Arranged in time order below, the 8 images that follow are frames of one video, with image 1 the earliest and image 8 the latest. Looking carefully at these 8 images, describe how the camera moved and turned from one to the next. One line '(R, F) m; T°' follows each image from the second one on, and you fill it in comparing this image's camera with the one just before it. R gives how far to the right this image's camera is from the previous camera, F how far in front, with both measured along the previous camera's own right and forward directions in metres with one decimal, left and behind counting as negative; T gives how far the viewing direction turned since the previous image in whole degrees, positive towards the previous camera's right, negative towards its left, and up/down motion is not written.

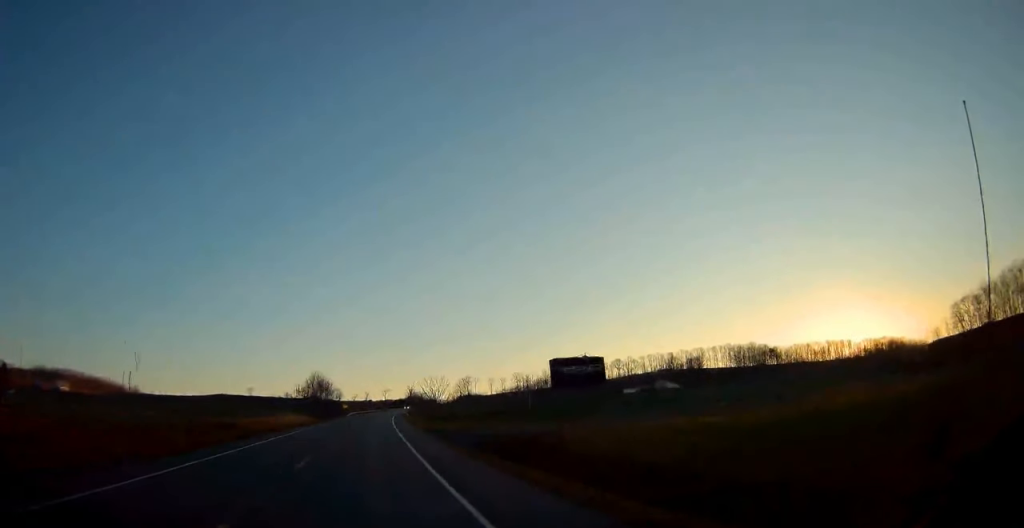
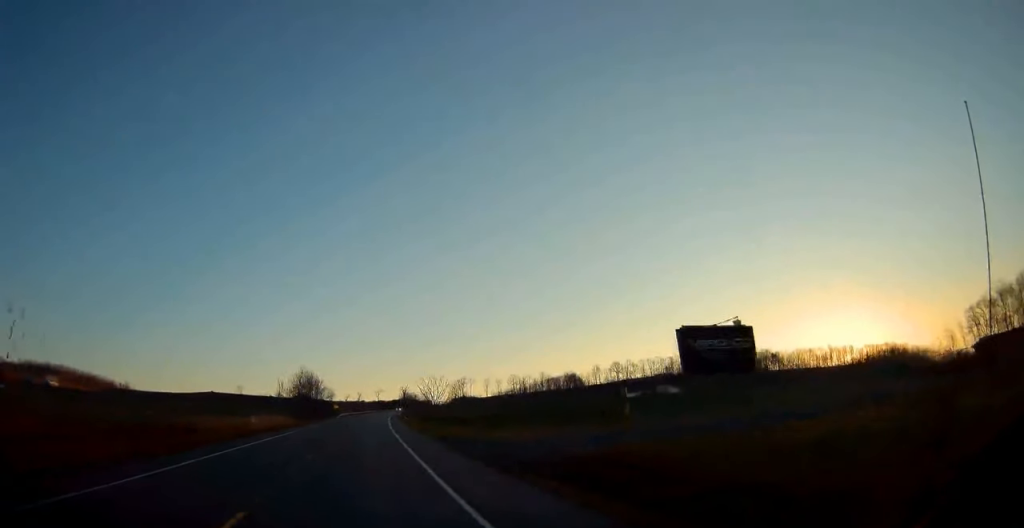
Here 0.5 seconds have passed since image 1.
(+0.1, +10.7) m; 0°
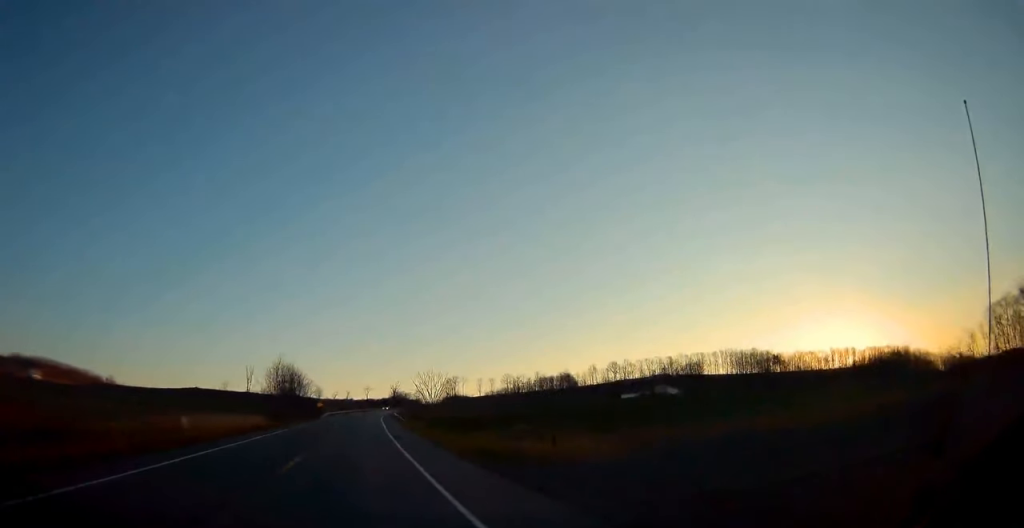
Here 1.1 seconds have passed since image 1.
(0.0, +14.6) m; +1°
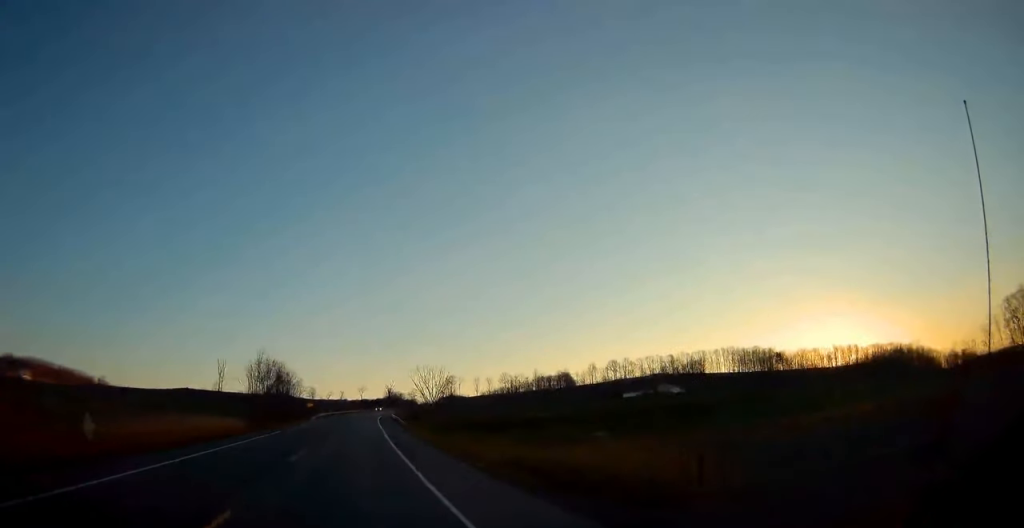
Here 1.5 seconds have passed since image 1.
(+0.1, +10.0) m; 0°
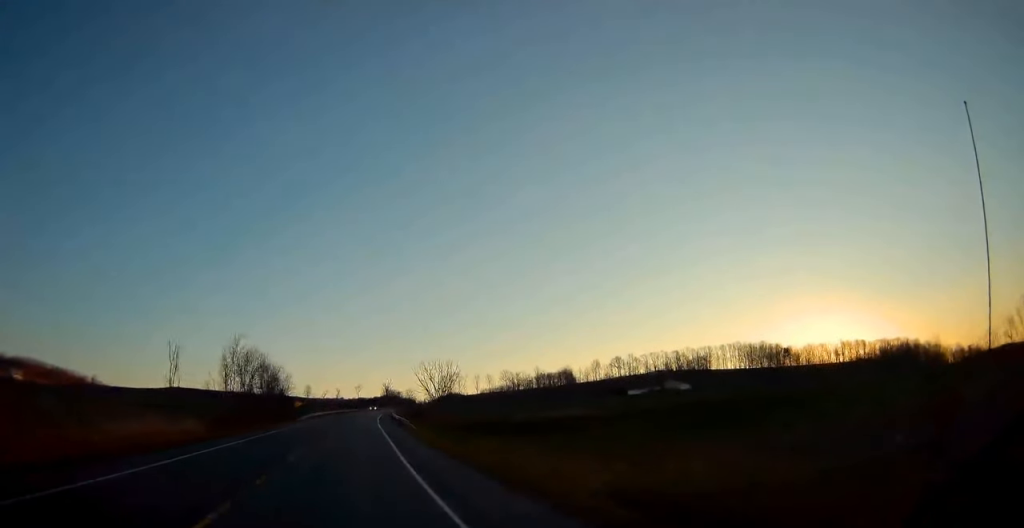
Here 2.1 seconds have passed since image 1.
(+0.1, +12.3) m; 0°
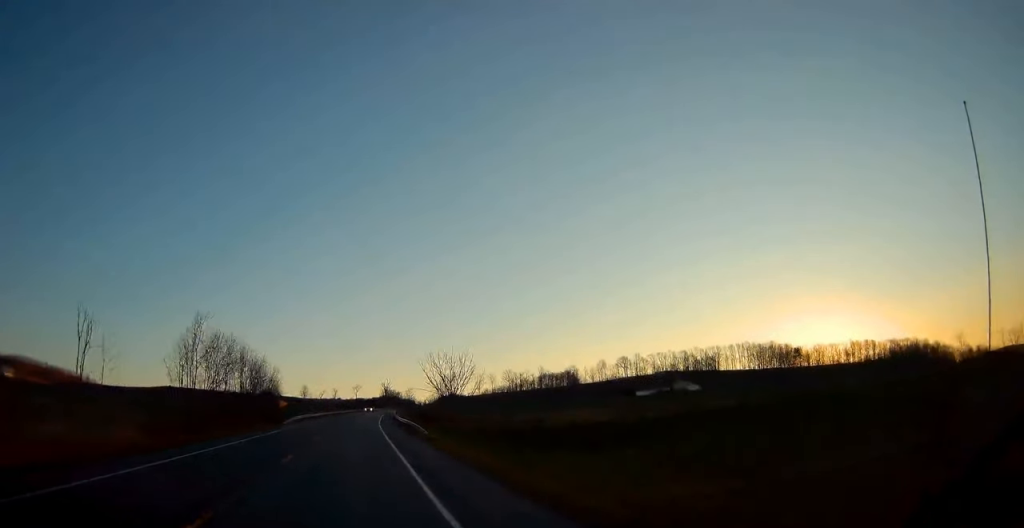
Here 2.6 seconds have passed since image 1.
(0.0, +13.0) m; 0°
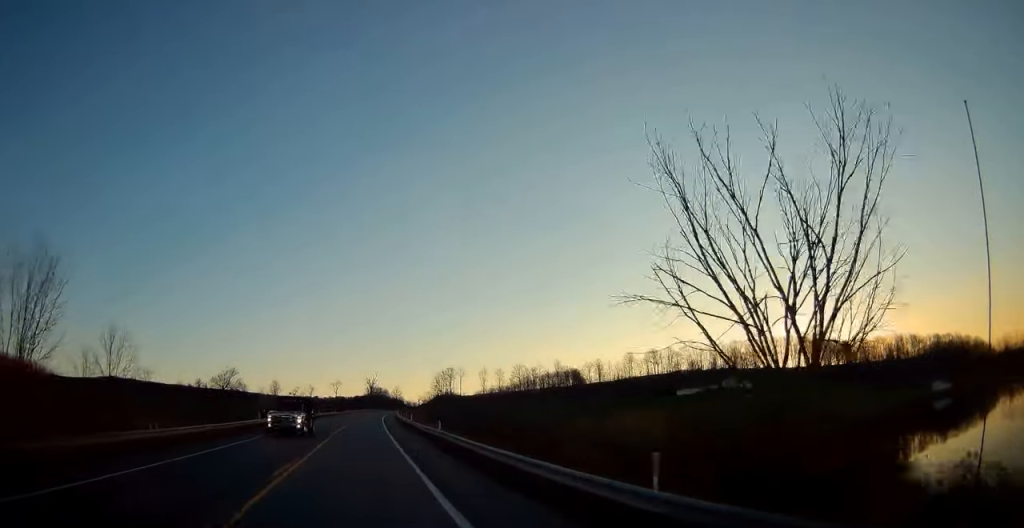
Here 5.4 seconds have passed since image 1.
(+1.3, +64.5) m; +2°
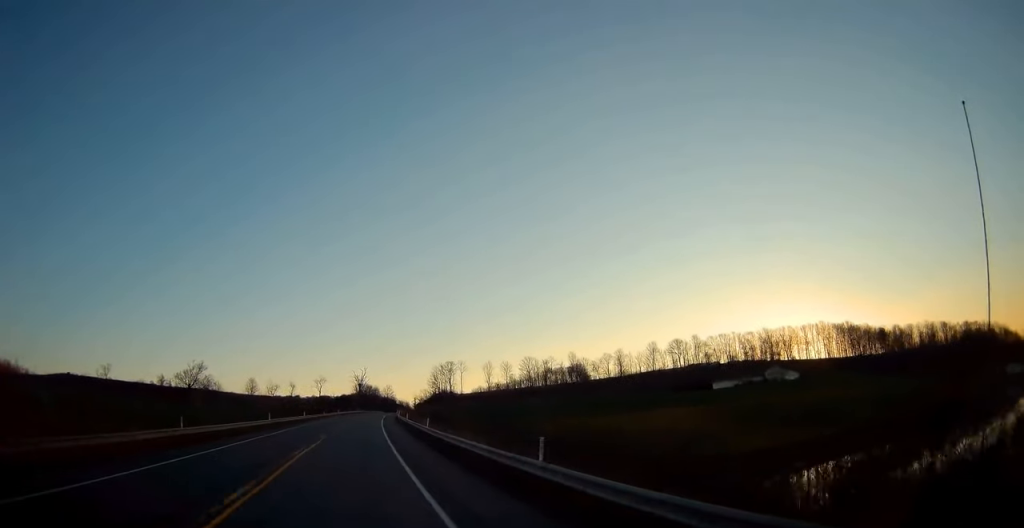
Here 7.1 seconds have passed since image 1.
(+0.2, +40.8) m; +2°
